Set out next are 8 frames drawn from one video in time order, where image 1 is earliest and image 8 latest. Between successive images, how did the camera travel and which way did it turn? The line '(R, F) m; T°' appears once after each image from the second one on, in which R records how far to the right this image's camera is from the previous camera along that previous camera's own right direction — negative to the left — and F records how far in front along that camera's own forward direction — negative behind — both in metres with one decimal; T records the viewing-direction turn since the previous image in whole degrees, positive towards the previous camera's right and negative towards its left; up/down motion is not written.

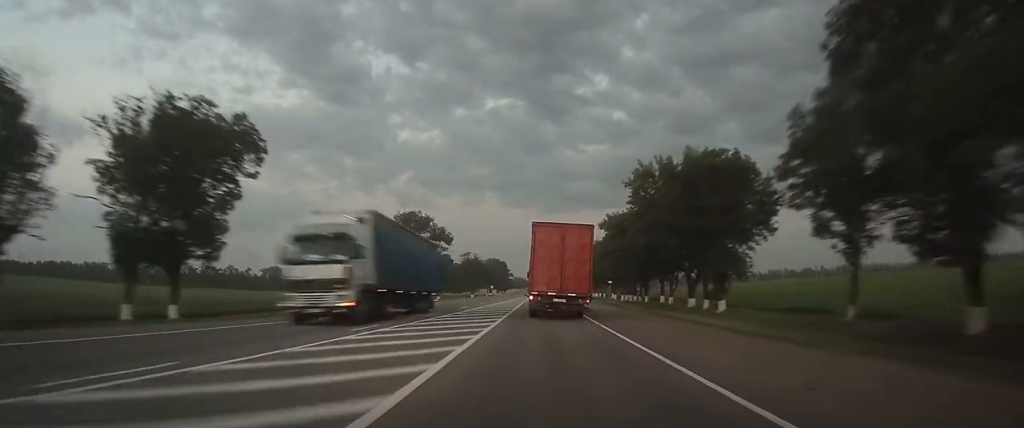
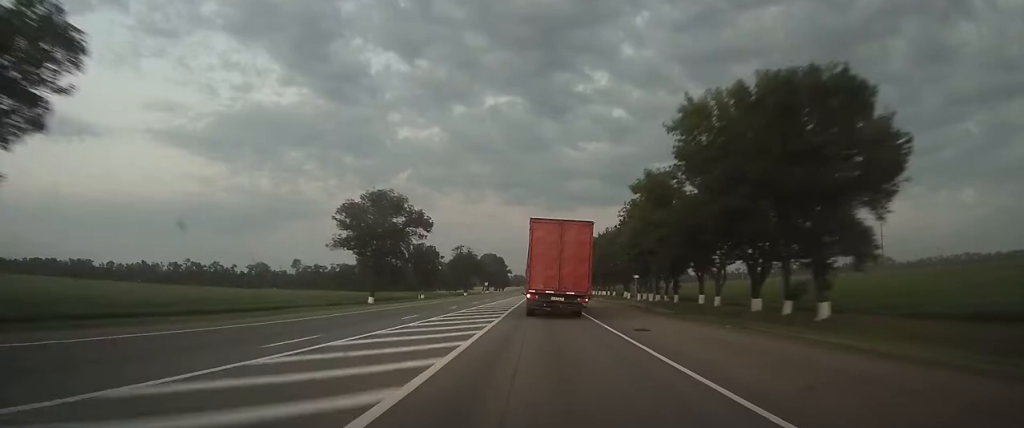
(0.0, +17.9) m; 0°
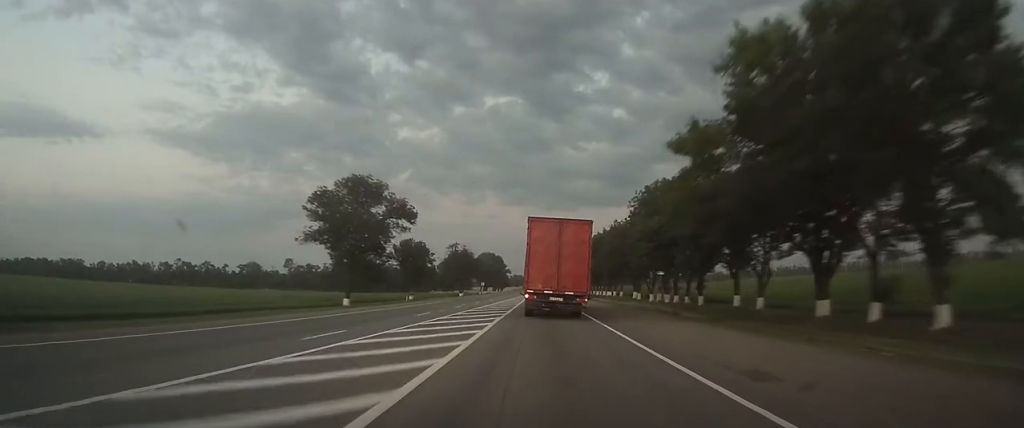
(+0.1, +10.0) m; 0°
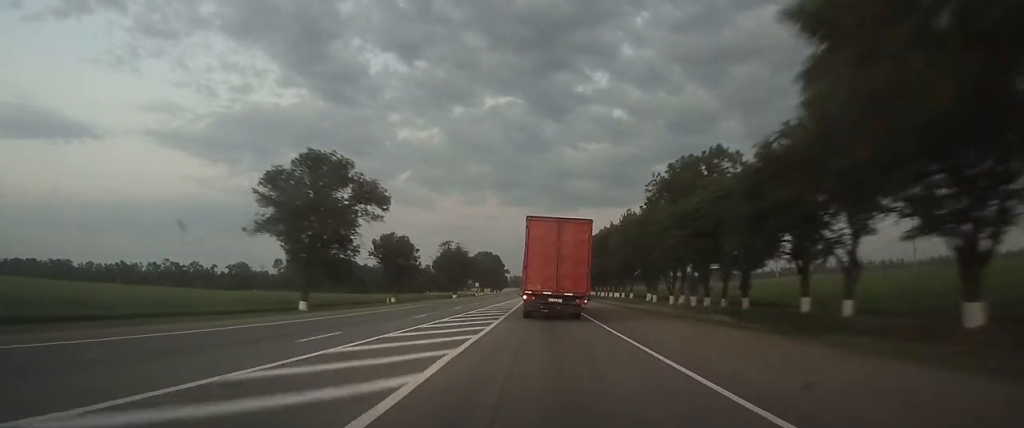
(0.0, +12.2) m; 0°
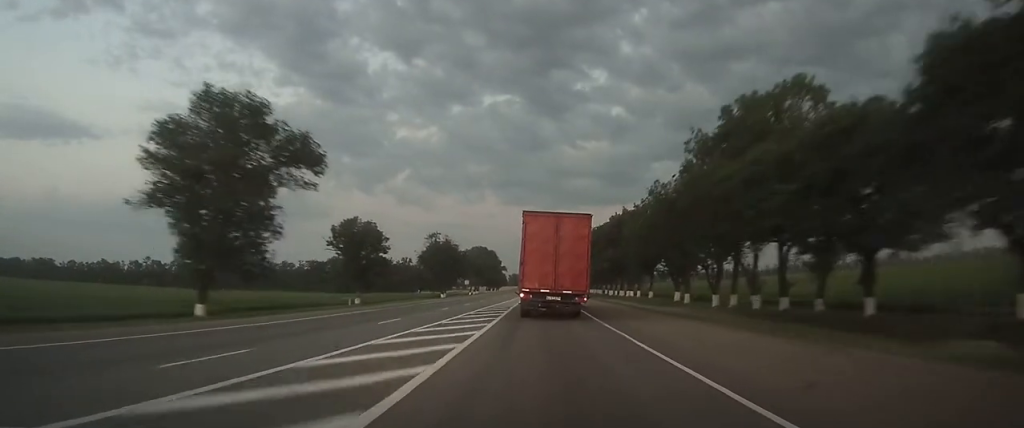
(0.0, +17.1) m; 0°
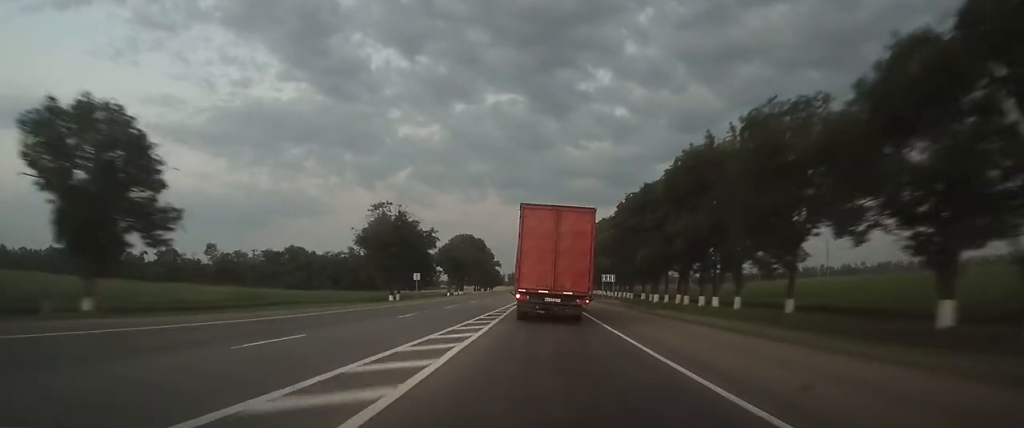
(-0.2, +45.2) m; 0°
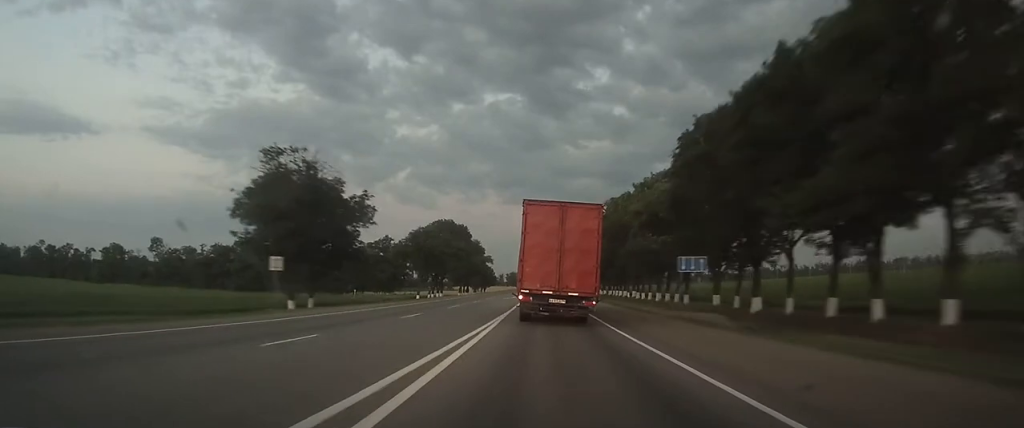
(-0.1, +35.2) m; 0°
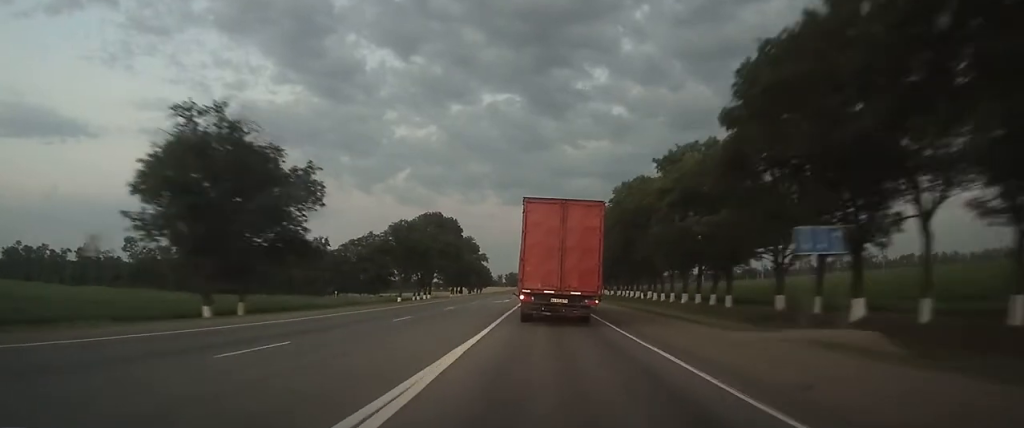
(0.0, +13.6) m; 0°
